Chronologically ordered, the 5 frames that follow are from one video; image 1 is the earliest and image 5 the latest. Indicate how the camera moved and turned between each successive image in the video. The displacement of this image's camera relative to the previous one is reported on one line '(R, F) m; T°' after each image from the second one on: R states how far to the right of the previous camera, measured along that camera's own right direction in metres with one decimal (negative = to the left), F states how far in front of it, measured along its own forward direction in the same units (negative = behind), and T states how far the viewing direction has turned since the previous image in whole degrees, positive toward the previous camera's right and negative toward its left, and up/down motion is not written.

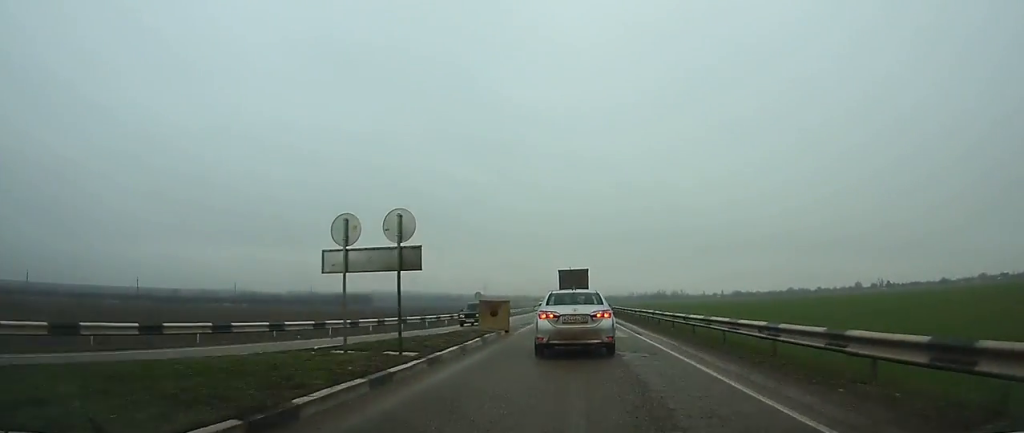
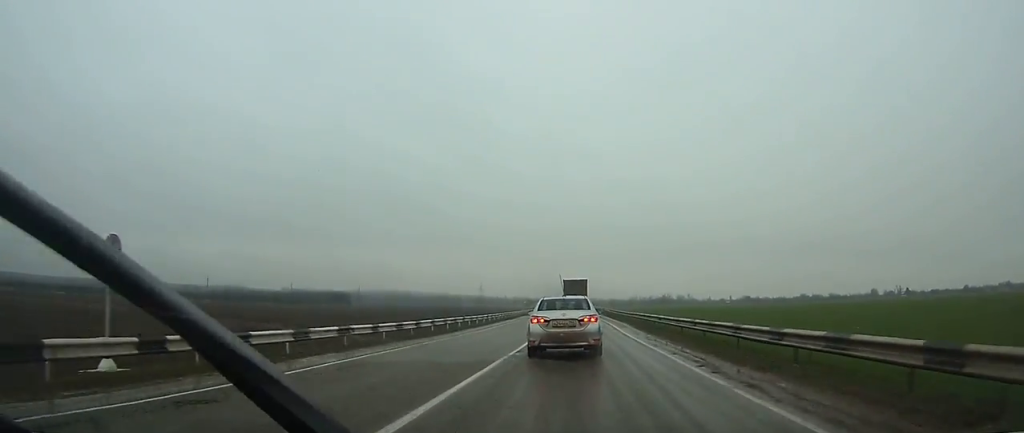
(+0.3, +49.0) m; 0°
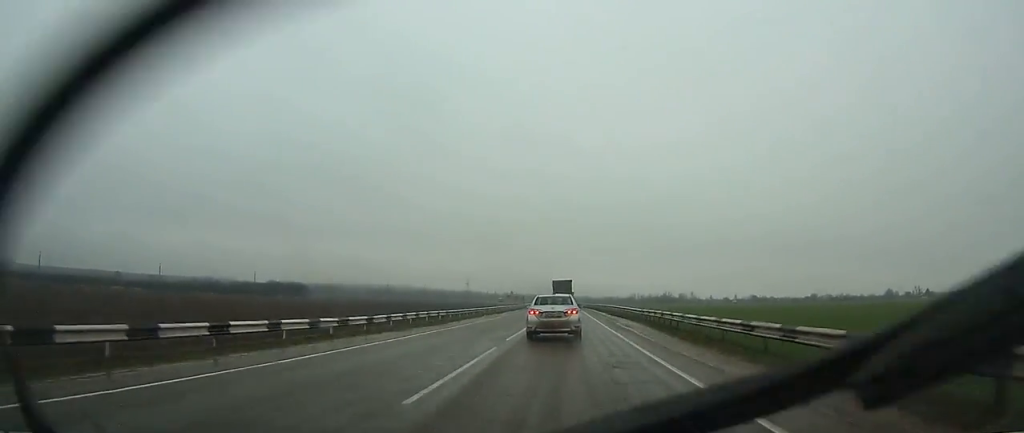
(+0.4, +63.8) m; 0°
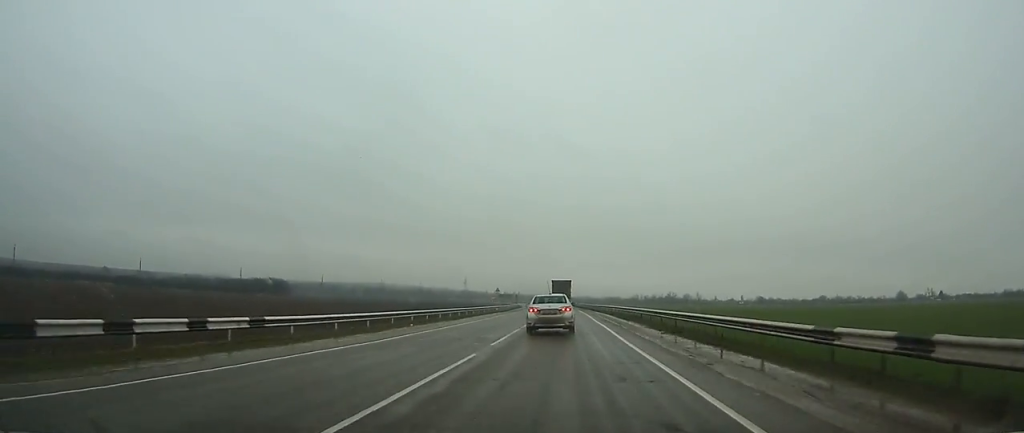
(0.0, +27.4) m; 0°
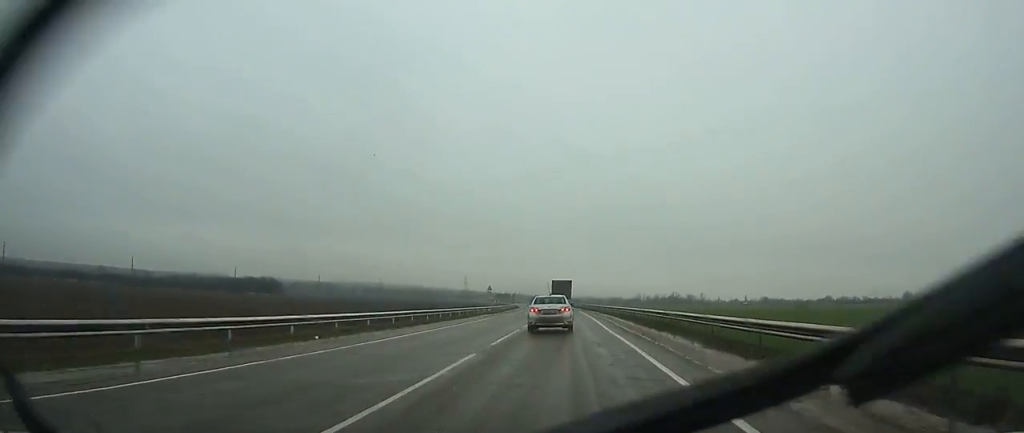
(0.0, +12.3) m; 0°
